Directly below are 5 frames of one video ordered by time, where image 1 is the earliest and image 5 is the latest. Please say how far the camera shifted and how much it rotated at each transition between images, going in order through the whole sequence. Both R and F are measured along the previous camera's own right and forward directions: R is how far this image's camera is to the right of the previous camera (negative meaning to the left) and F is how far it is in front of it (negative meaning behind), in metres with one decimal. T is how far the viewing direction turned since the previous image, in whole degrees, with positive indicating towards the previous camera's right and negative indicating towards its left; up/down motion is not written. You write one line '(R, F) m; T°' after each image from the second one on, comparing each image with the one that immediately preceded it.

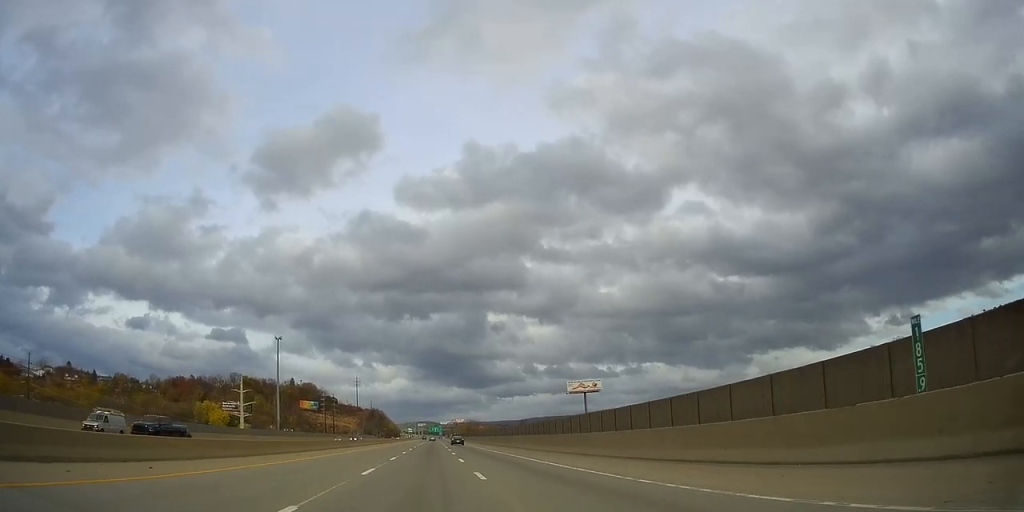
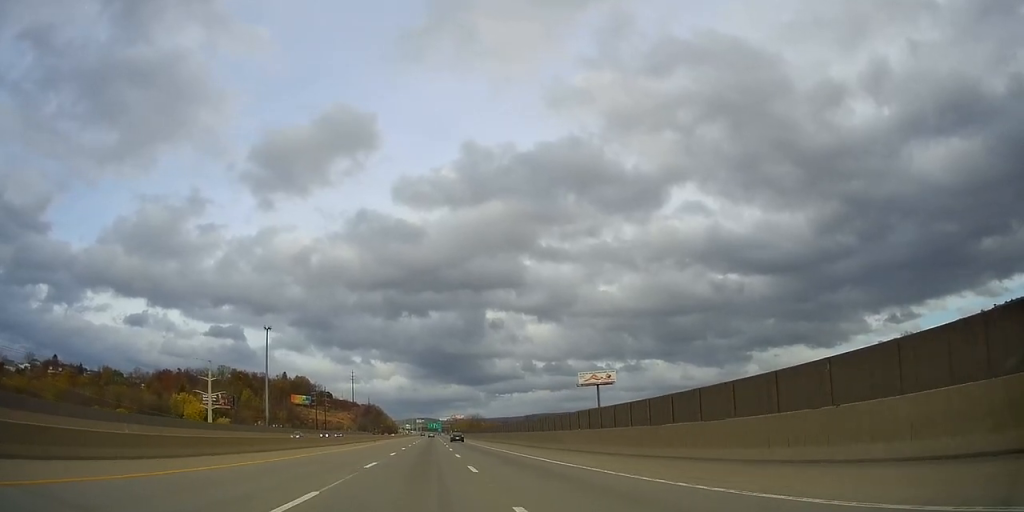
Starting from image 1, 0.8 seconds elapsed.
(+0.2, +22.4) m; +1°
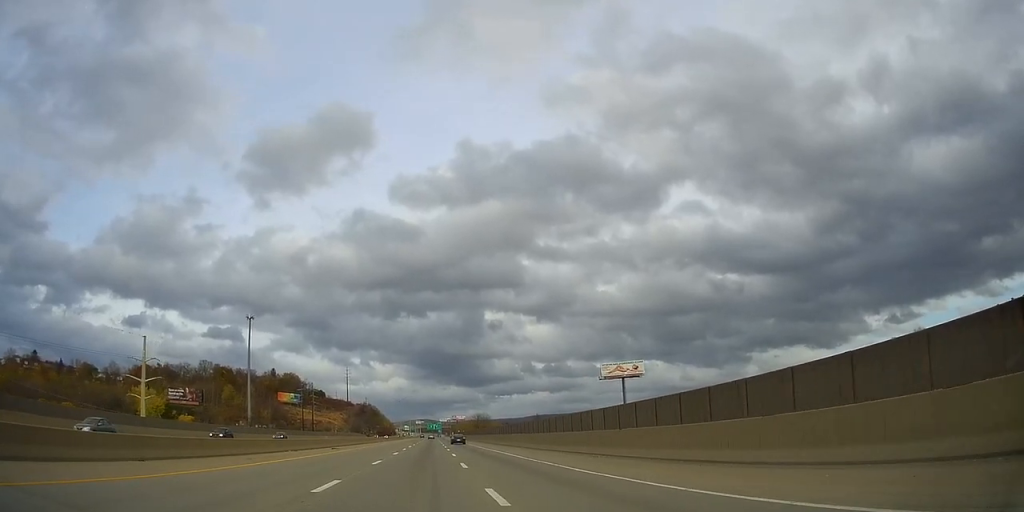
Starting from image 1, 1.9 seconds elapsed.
(+0.1, +32.9) m; 0°
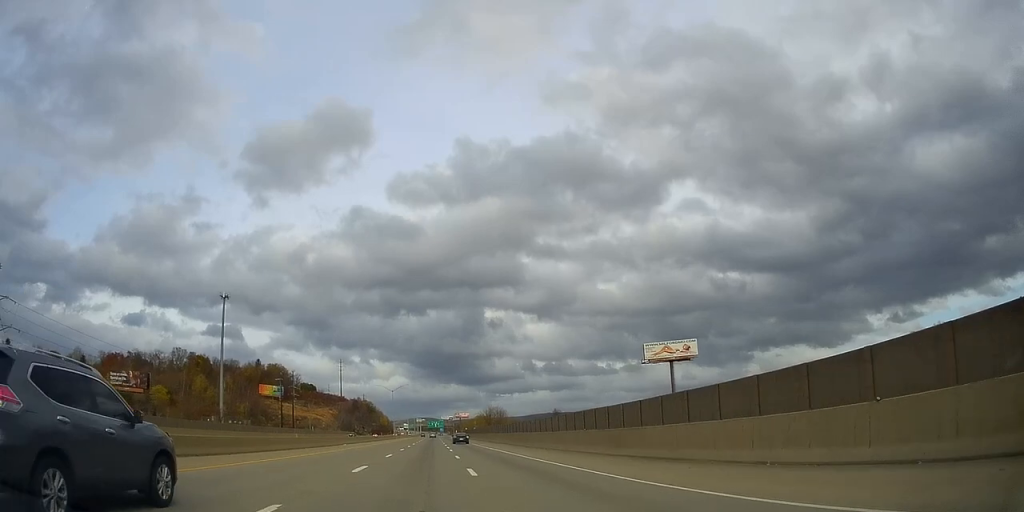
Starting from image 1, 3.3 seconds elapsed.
(-0.1, +42.3) m; -1°
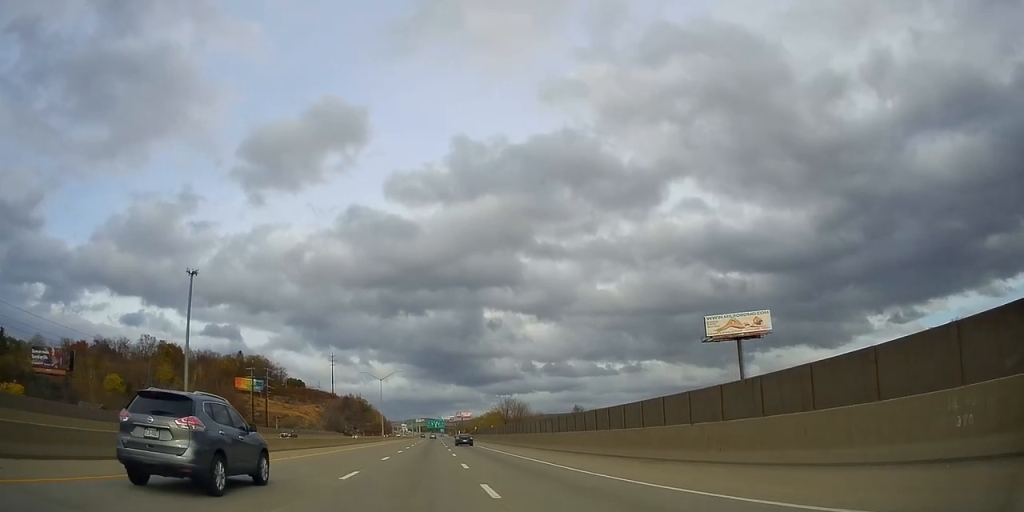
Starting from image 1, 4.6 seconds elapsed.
(-0.7, +39.3) m; 0°
